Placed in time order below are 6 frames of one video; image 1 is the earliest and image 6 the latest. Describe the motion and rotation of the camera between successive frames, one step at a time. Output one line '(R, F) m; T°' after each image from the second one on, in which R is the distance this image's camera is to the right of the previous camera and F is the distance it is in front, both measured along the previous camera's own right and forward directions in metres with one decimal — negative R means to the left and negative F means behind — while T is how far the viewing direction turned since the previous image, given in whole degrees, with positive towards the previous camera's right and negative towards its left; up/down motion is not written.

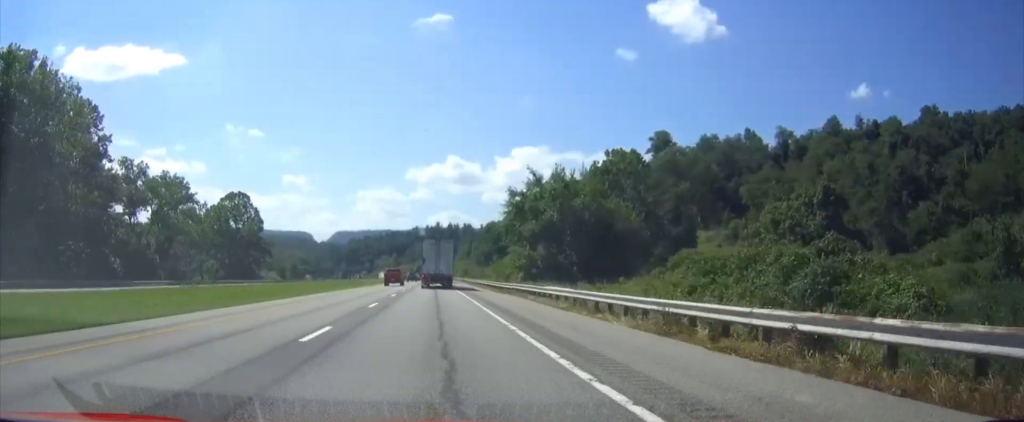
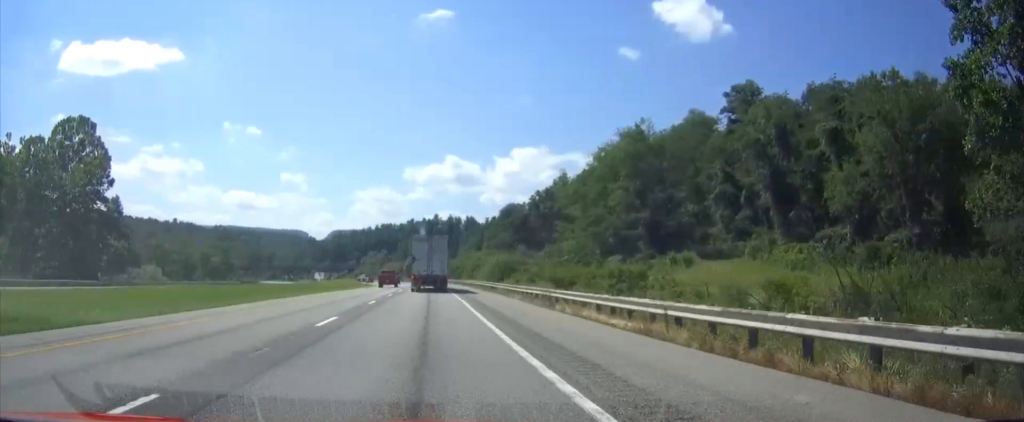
(+0.2, +82.0) m; 0°
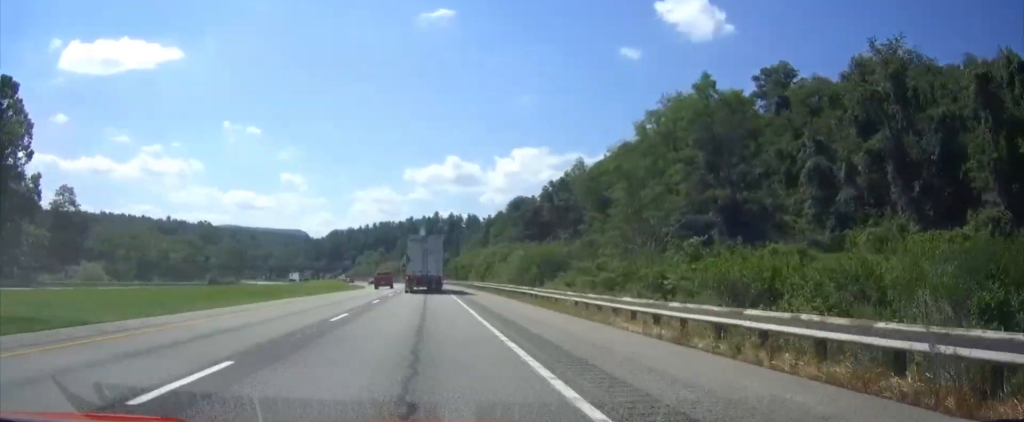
(-0.1, +21.8) m; 0°
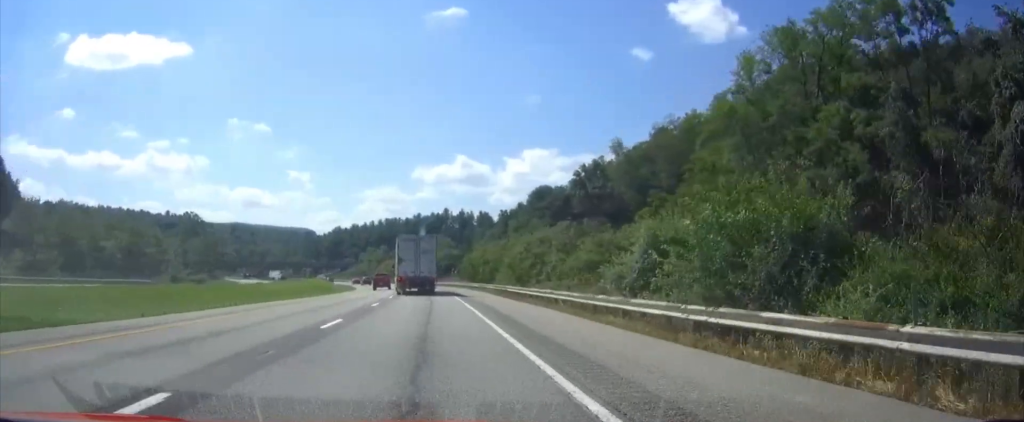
(-0.1, +27.2) m; 0°
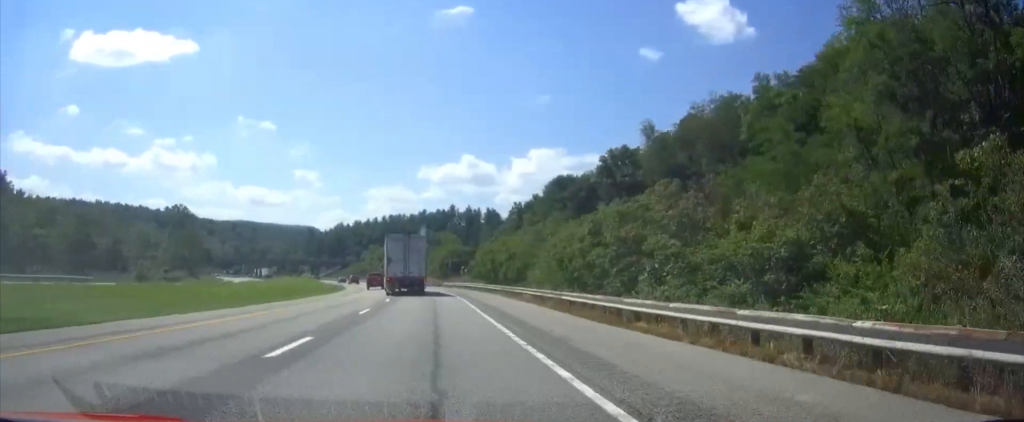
(0.0, +17.7) m; 0°
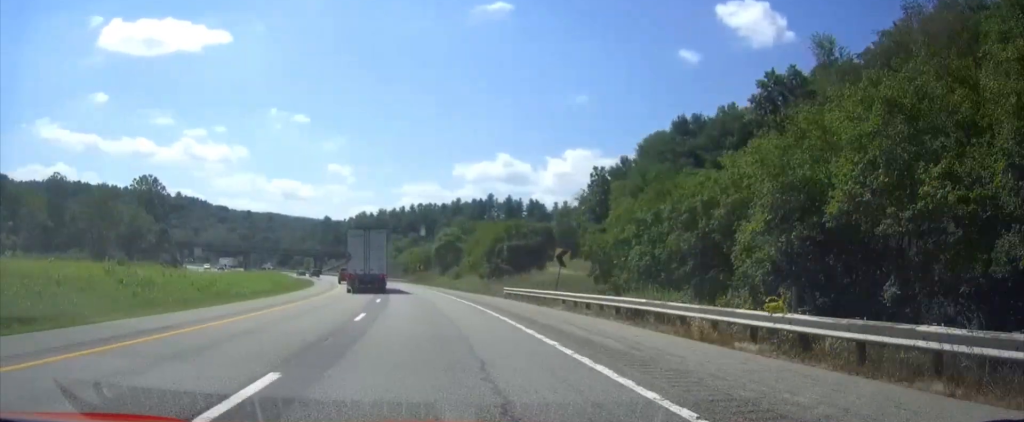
(-0.7, +53.5) m; -2°
